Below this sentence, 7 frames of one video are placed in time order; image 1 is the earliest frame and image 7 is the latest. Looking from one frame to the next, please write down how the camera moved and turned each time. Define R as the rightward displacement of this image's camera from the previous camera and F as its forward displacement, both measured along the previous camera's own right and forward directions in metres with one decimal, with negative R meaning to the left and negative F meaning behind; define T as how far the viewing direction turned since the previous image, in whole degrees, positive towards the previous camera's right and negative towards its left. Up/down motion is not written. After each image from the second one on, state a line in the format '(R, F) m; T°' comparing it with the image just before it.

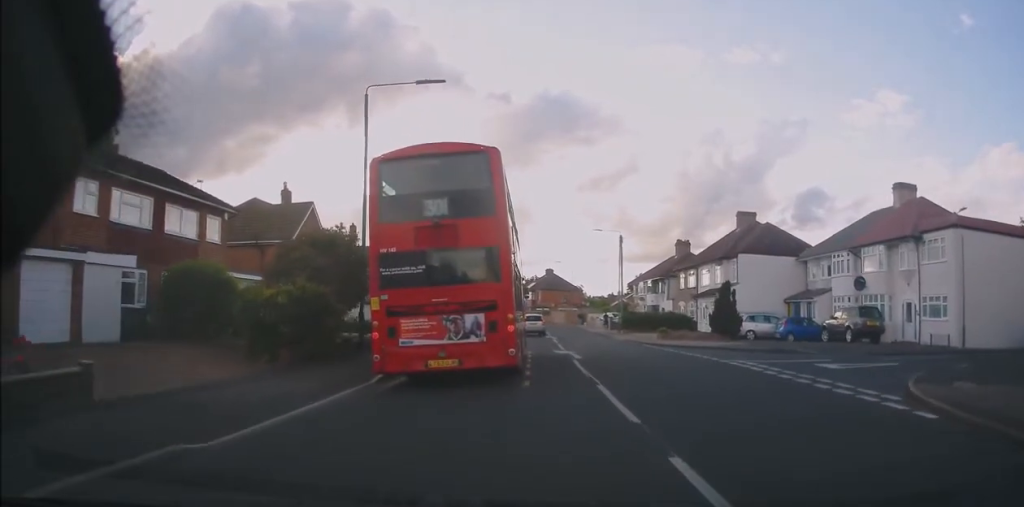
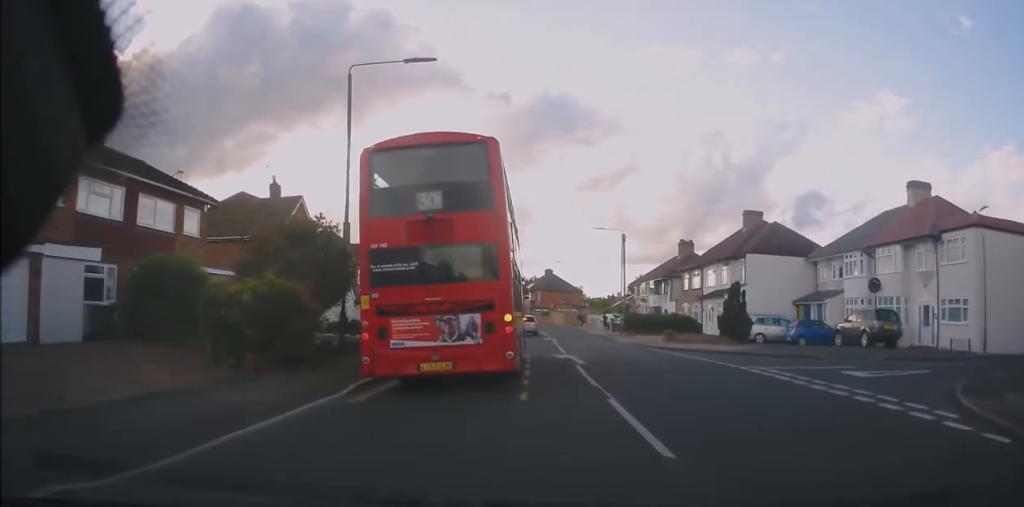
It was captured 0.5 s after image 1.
(-0.1, +2.0) m; +1°
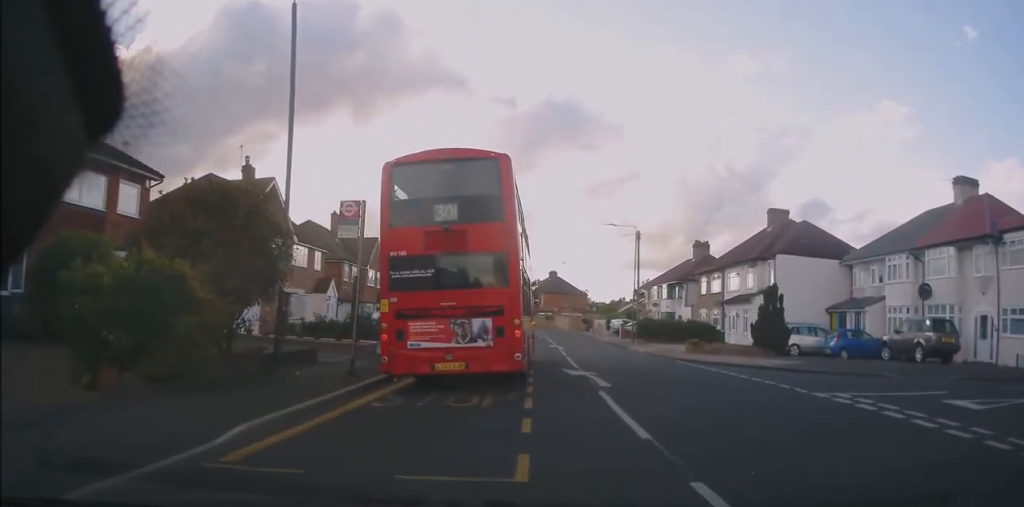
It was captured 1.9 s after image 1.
(+0.5, +4.8) m; +5°
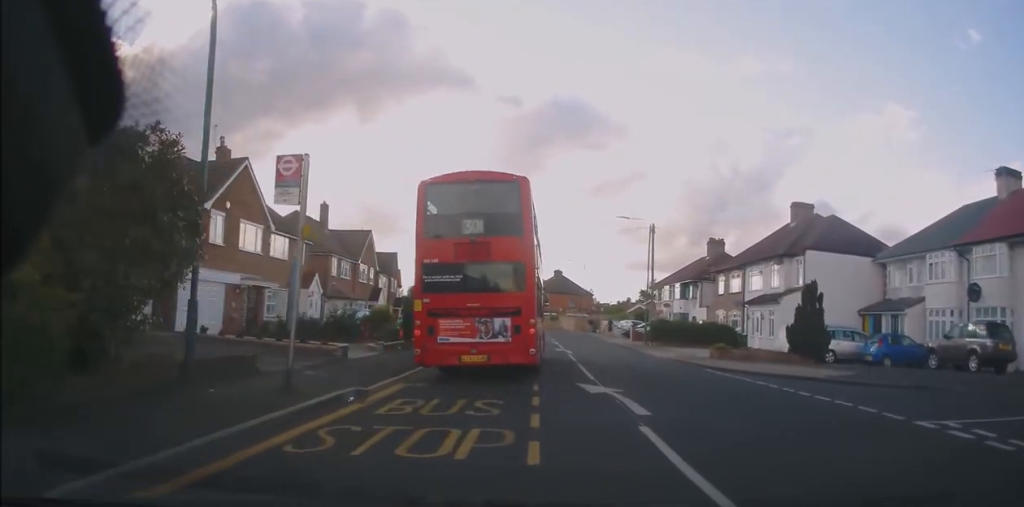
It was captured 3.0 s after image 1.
(-0.1, +3.8) m; -5°
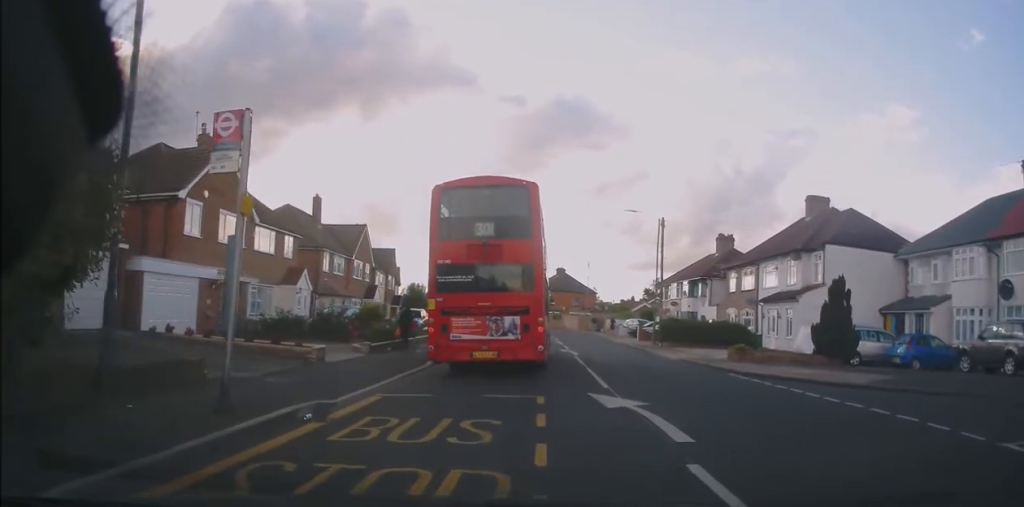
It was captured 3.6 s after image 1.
(-0.1, +2.3) m; -3°
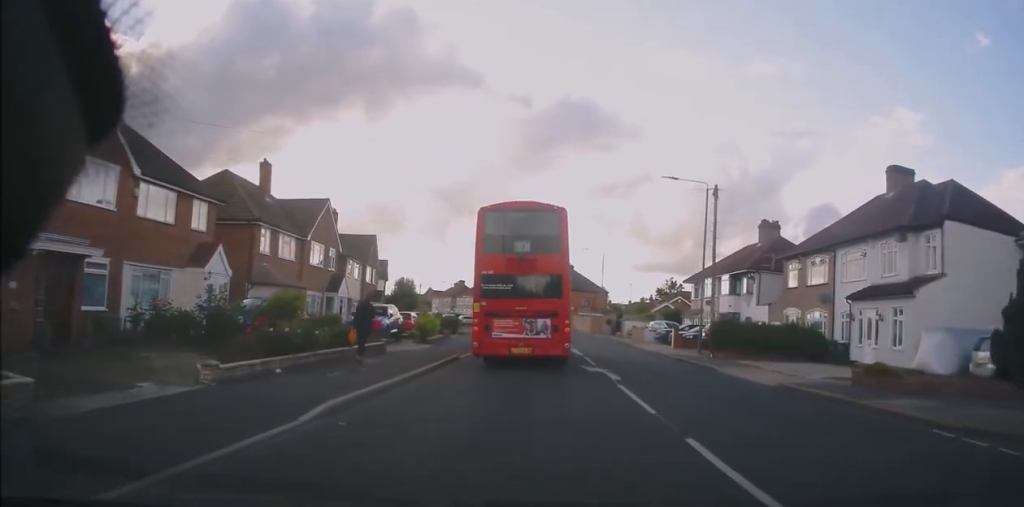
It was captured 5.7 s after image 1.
(0.0, +9.7) m; +1°
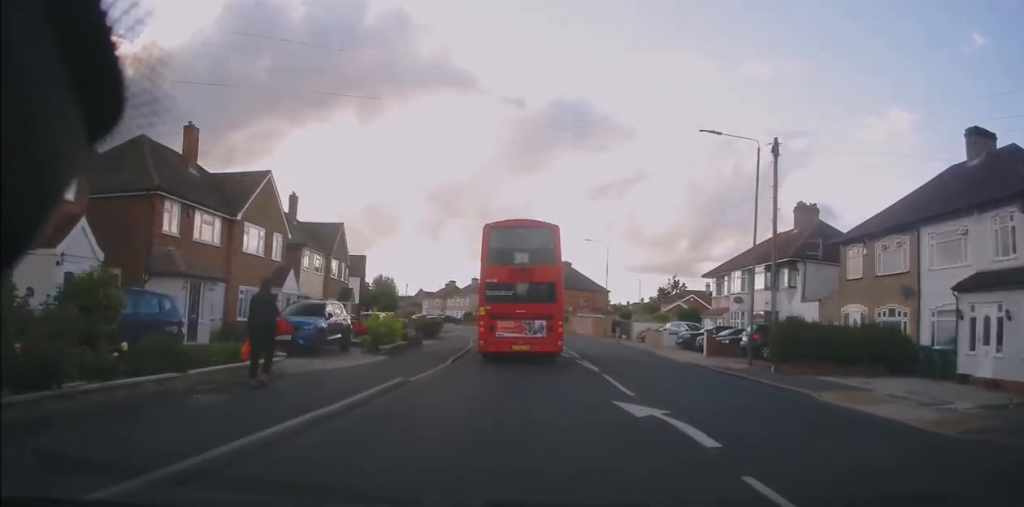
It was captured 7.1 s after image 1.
(+0.1, +7.9) m; 0°
